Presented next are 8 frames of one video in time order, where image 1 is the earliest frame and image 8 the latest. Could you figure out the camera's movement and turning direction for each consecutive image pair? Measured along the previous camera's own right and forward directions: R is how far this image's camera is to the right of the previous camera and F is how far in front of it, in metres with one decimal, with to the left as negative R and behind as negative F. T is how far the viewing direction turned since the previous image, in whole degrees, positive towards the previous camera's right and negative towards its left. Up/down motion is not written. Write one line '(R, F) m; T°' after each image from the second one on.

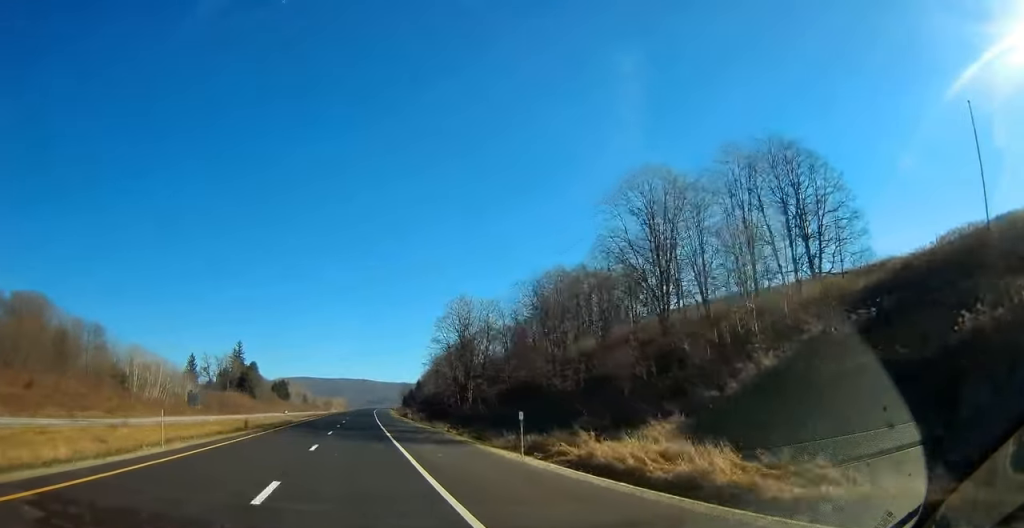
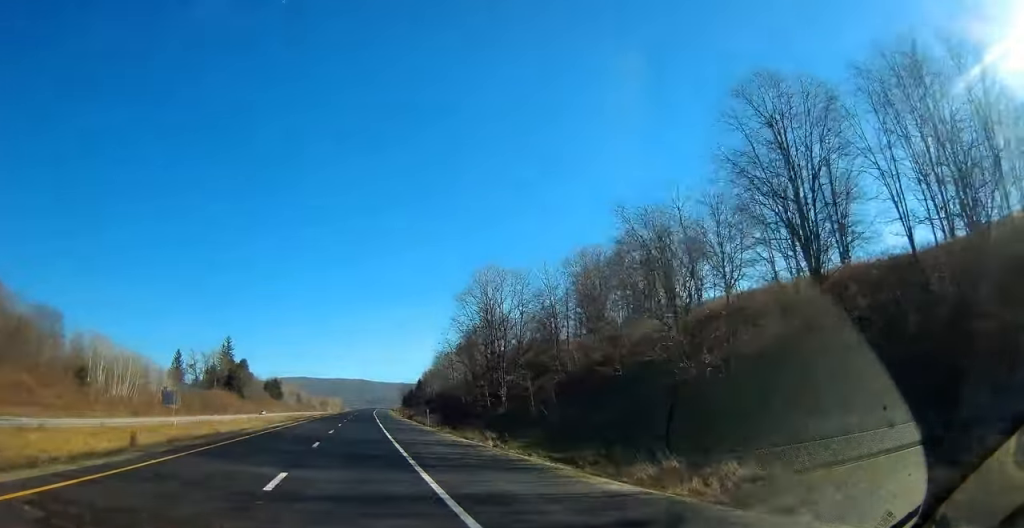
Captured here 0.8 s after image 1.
(0.0, +22.6) m; 0°
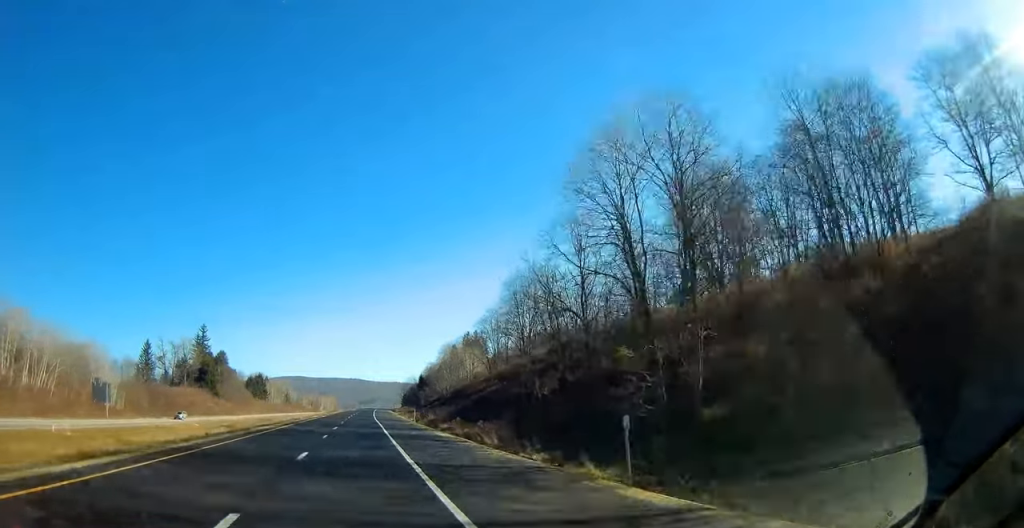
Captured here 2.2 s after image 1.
(-0.1, +42.0) m; 0°
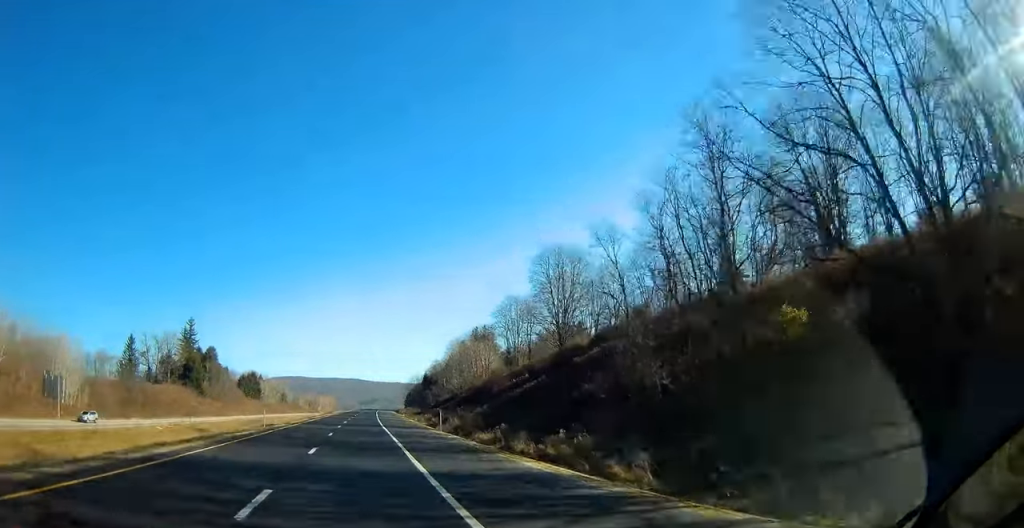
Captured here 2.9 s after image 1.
(+0.2, +21.4) m; 0°
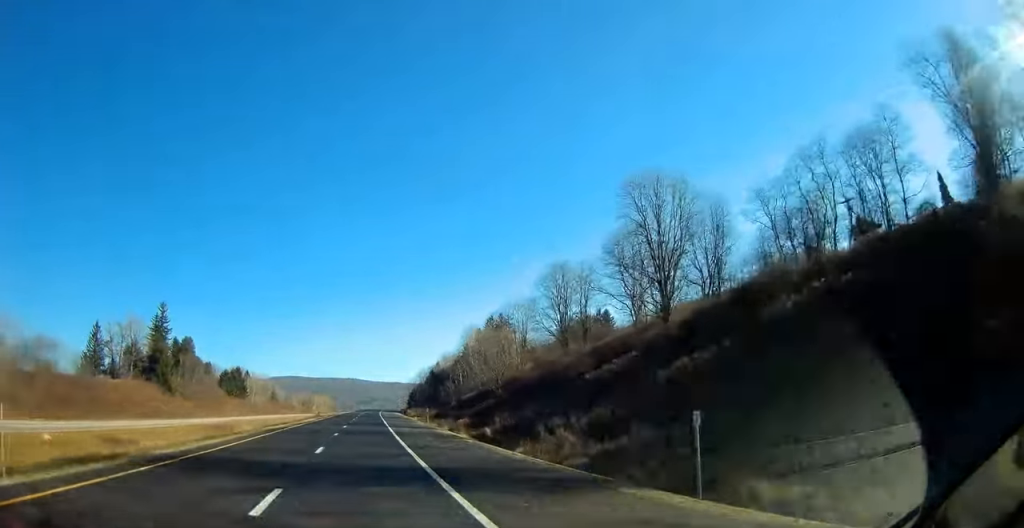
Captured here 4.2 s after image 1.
(0.0, +36.1) m; 0°
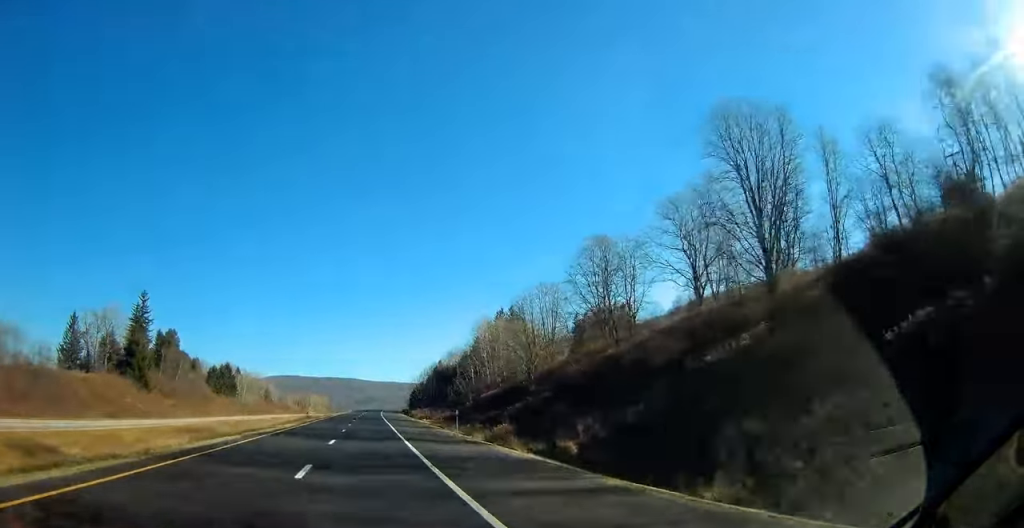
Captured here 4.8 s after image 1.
(+0.1, +19.6) m; 0°
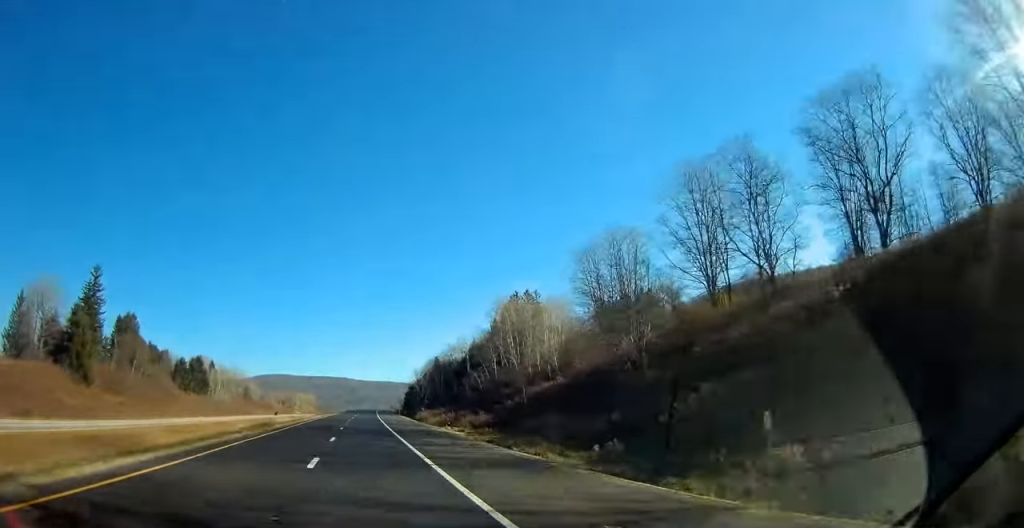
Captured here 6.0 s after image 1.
(+0.3, +34.2) m; 0°
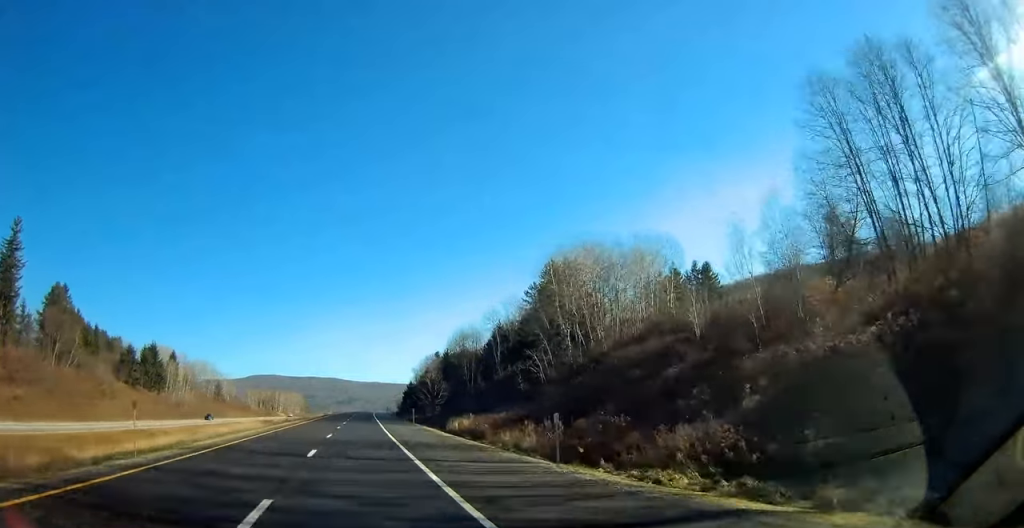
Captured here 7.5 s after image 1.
(+0.1, +45.0) m; +1°
